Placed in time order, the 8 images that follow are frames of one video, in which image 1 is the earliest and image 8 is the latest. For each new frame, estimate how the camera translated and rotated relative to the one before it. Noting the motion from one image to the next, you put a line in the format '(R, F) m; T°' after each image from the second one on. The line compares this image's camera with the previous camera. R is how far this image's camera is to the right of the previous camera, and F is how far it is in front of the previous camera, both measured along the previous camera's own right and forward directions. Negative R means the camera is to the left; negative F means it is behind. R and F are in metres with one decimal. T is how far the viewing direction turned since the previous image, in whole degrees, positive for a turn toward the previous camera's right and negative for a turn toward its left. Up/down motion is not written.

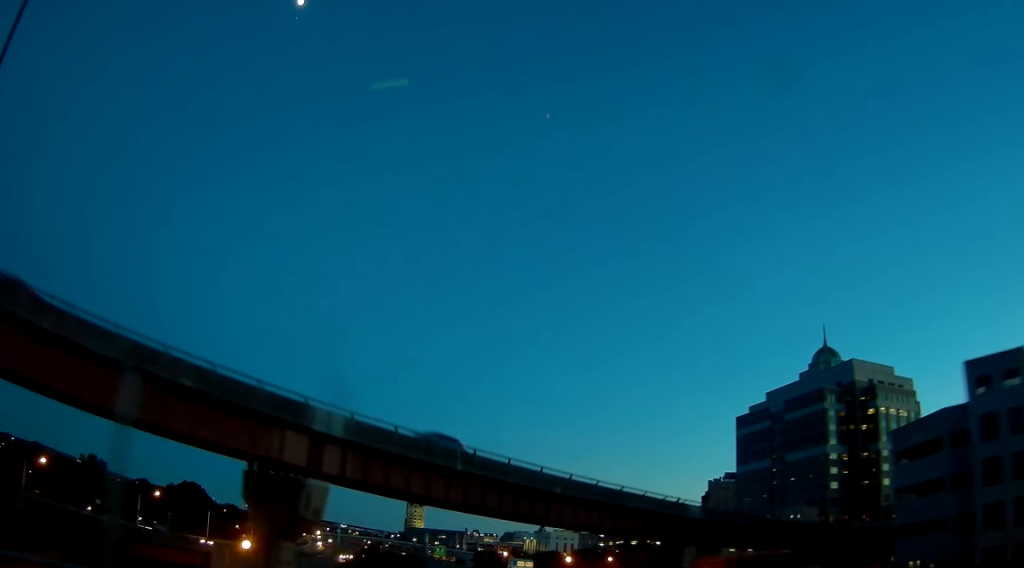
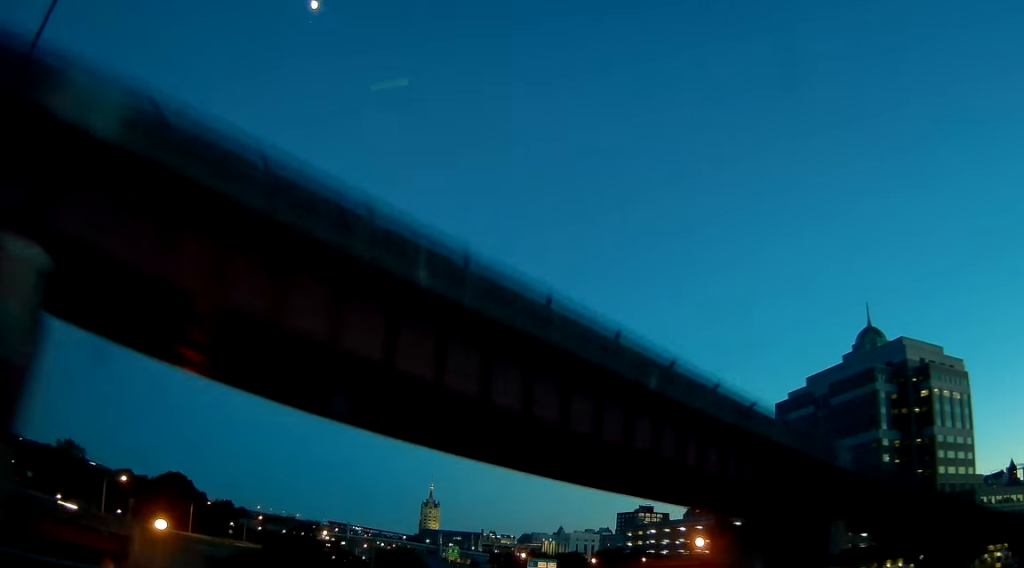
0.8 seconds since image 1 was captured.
(-0.2, +20.3) m; -1°
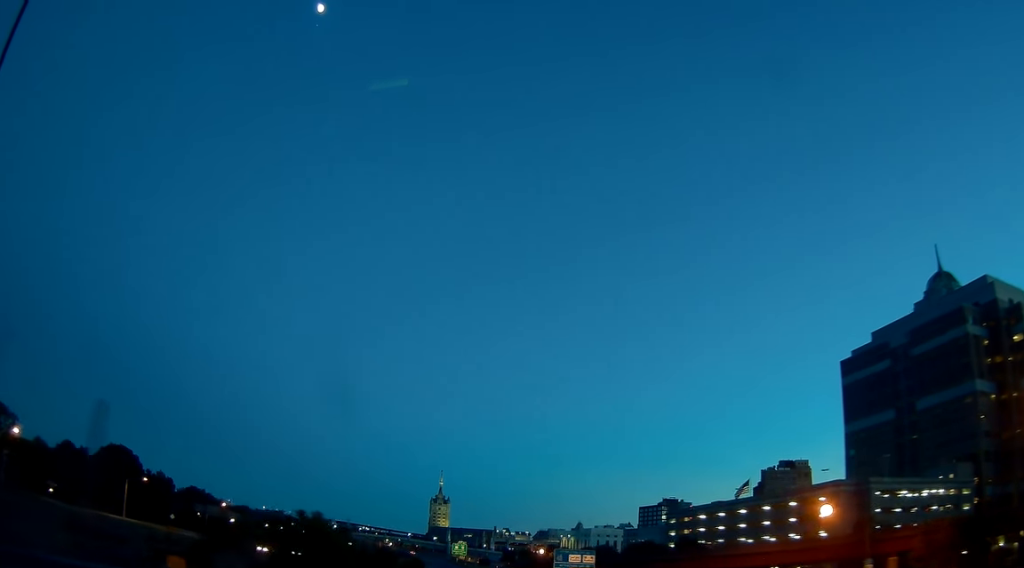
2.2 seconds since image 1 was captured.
(-0.8, +37.2) m; -2°
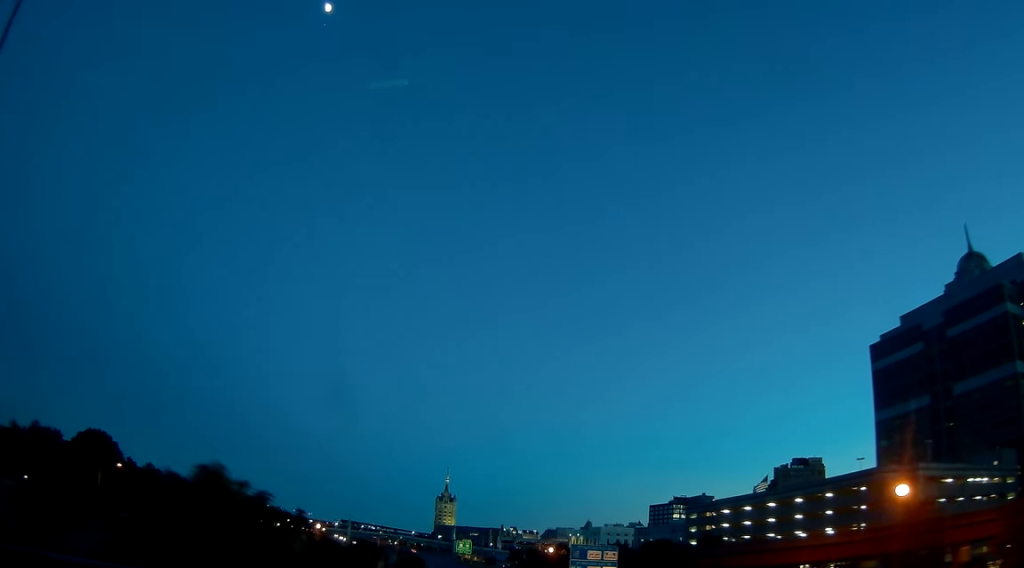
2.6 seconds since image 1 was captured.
(0.0, +12.4) m; 0°
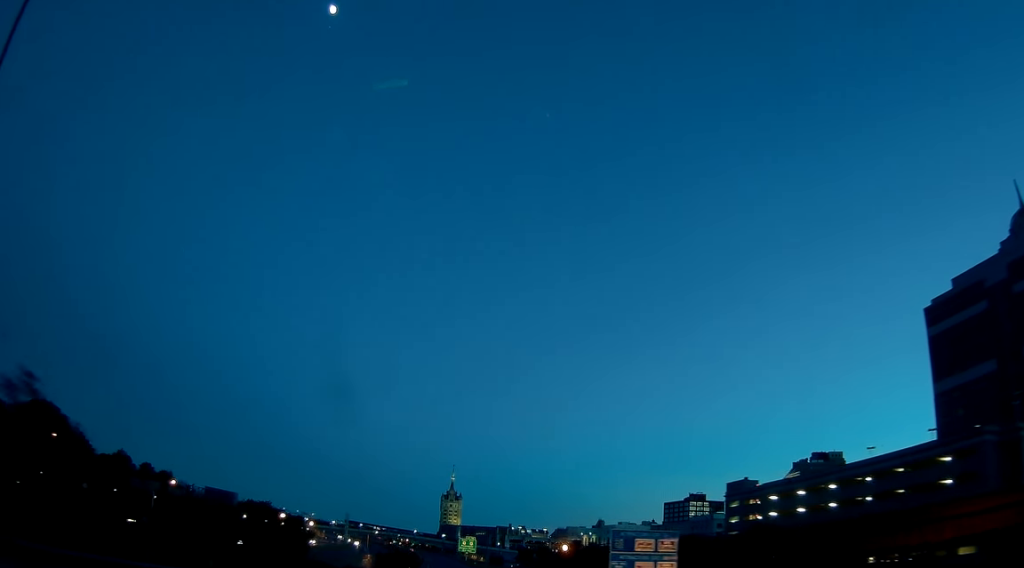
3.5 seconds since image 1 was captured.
(0.0, +23.0) m; 0°
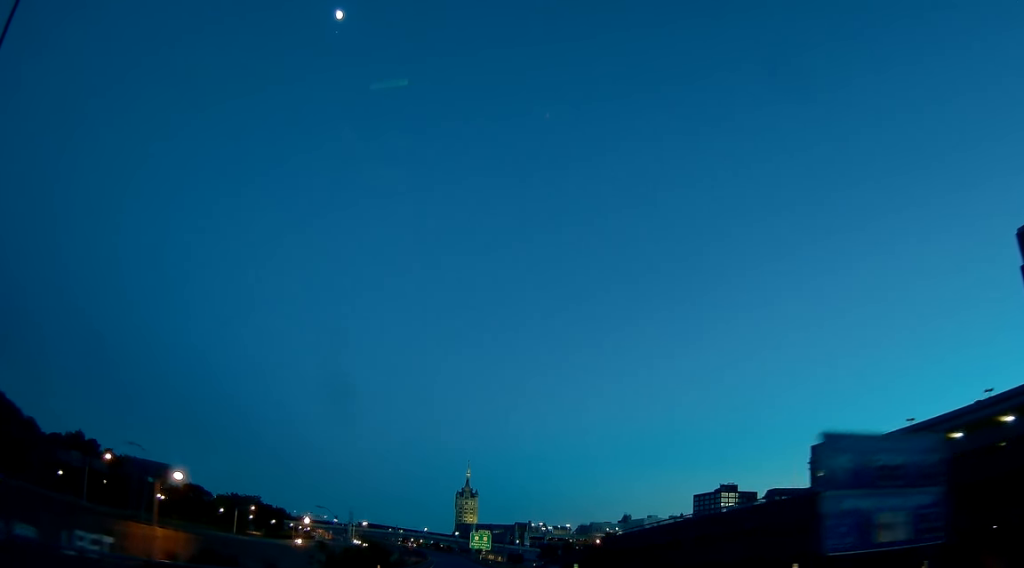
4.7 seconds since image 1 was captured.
(-0.5, +31.8) m; -2°
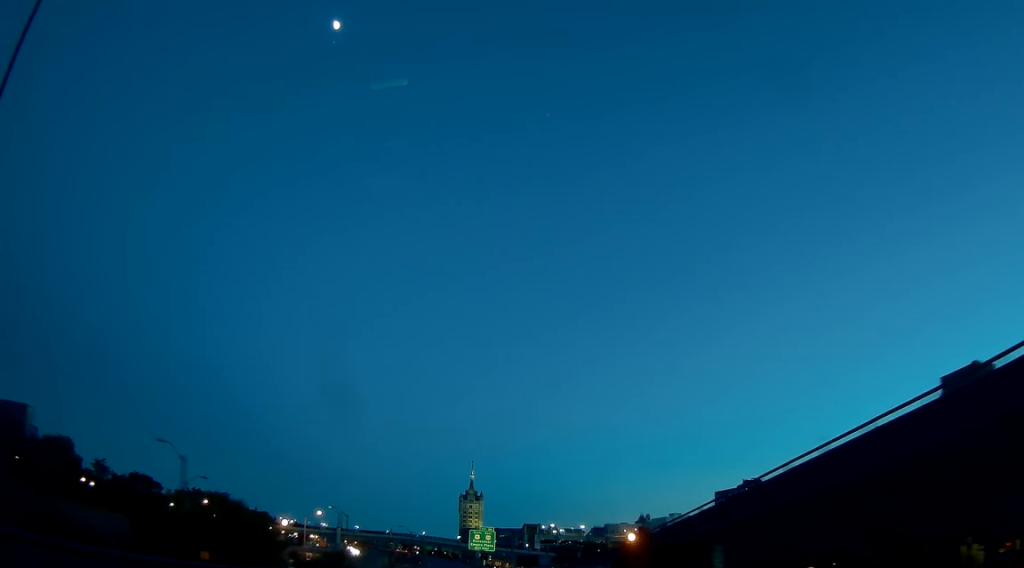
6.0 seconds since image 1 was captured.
(-0.4, +34.2) m; -2°
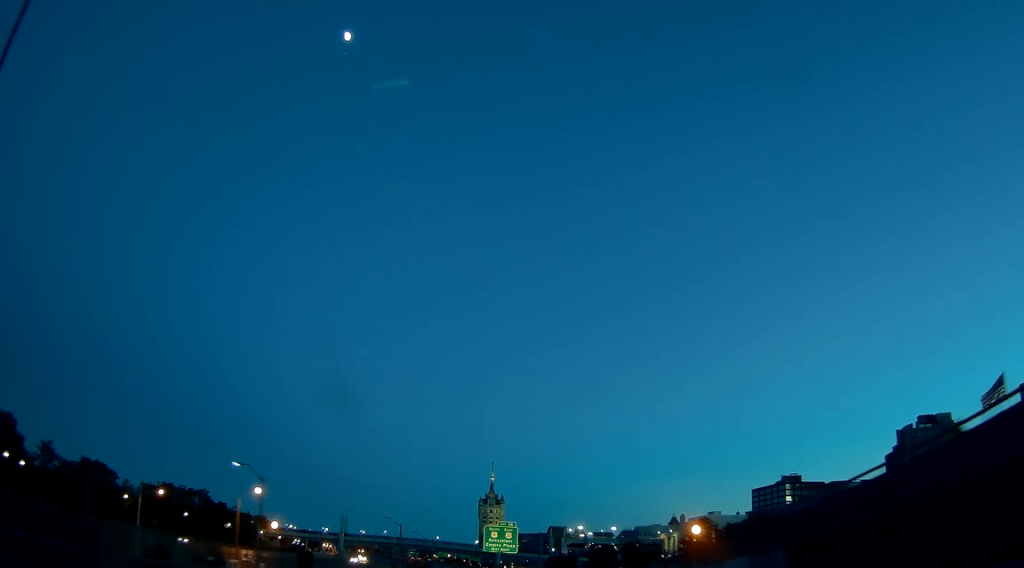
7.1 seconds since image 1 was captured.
(-0.7, +29.5) m; -2°
